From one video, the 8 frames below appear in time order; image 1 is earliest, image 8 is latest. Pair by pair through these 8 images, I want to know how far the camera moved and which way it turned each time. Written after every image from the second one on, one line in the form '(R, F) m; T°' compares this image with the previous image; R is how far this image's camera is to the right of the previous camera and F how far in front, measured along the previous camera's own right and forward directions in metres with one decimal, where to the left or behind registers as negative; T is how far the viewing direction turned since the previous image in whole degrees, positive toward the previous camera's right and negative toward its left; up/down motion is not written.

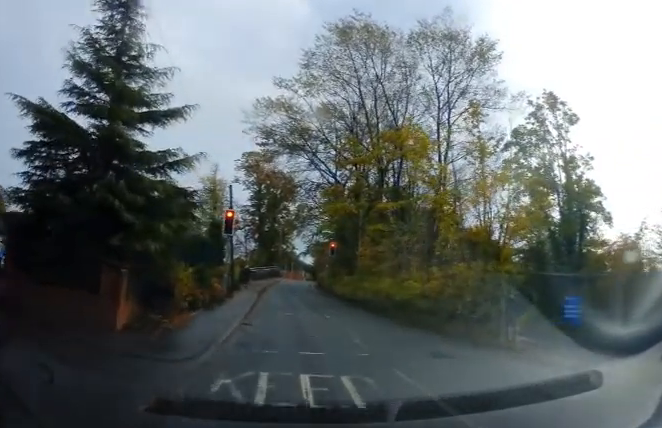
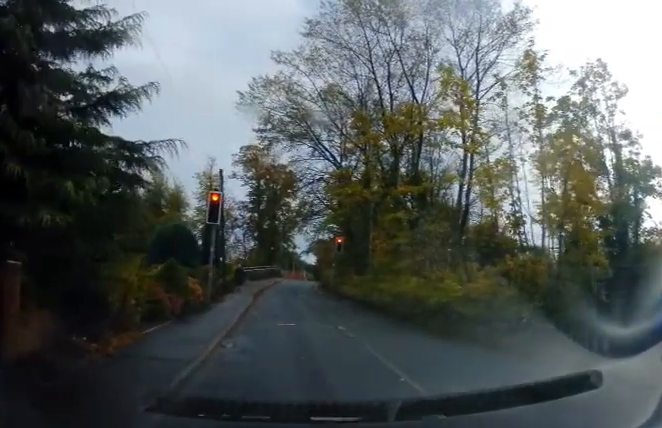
(-0.1, +4.0) m; -1°
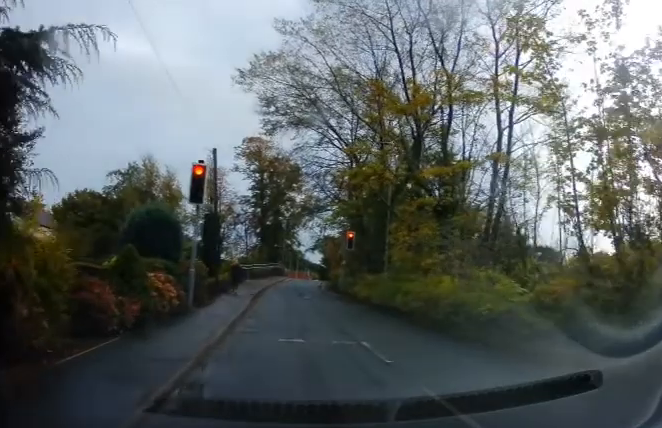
(-0.1, +3.4) m; -3°
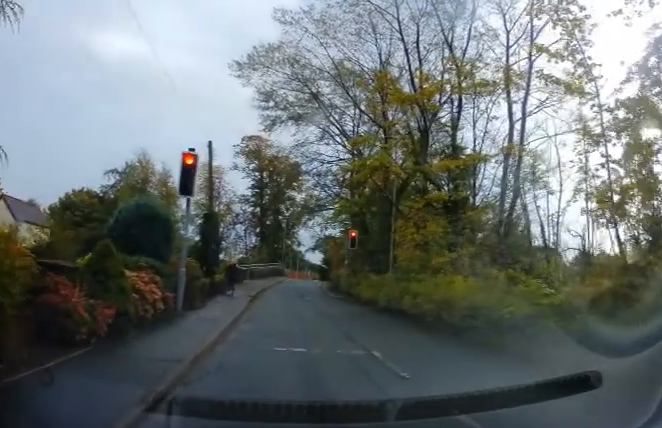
(-0.2, +1.0) m; 0°
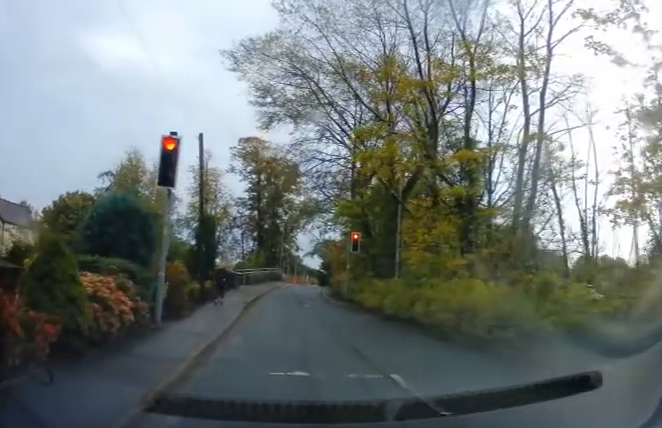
(+0.3, +1.4) m; +6°
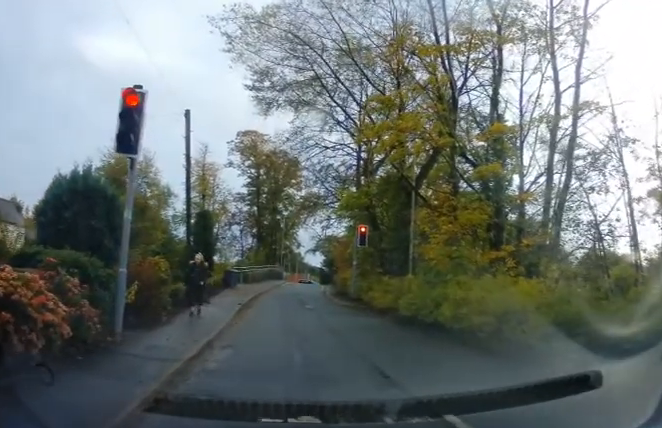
(0.0, +1.8) m; +3°
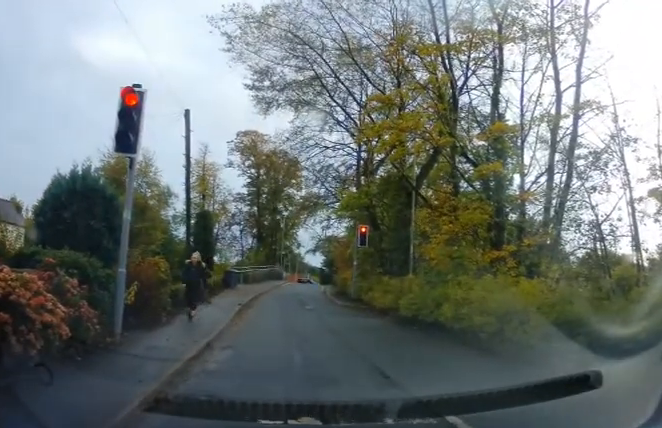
(0.0, +0.1) m; 0°
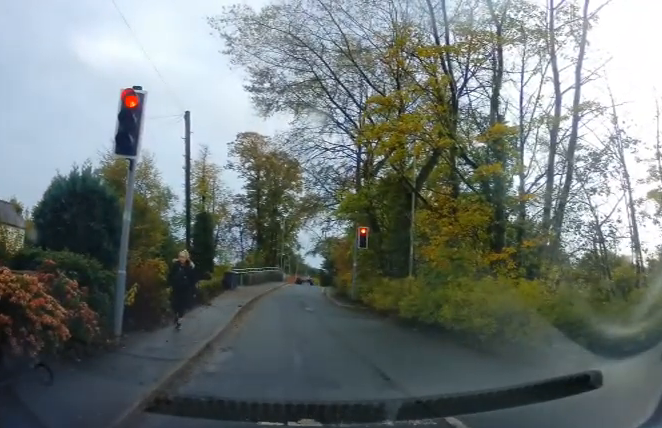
(0.0, +0.1) m; 0°
